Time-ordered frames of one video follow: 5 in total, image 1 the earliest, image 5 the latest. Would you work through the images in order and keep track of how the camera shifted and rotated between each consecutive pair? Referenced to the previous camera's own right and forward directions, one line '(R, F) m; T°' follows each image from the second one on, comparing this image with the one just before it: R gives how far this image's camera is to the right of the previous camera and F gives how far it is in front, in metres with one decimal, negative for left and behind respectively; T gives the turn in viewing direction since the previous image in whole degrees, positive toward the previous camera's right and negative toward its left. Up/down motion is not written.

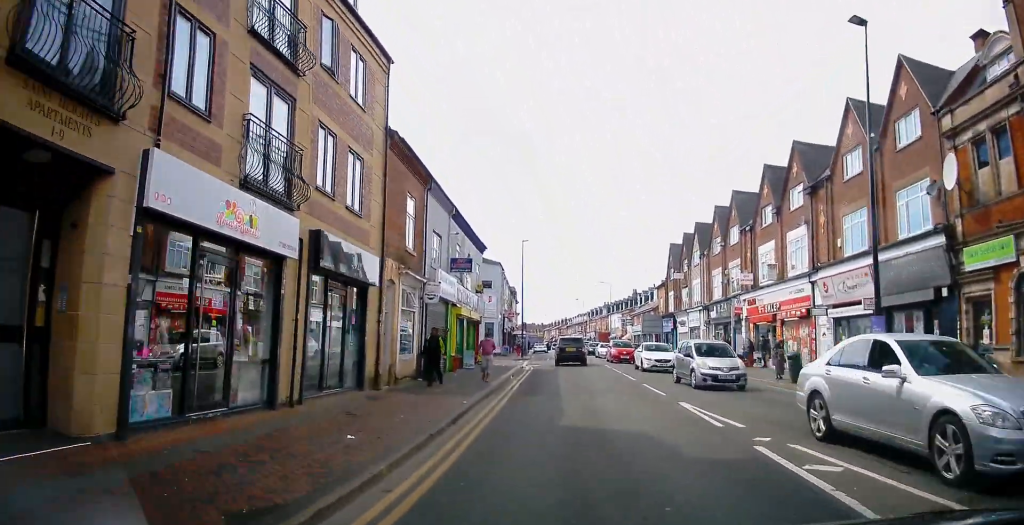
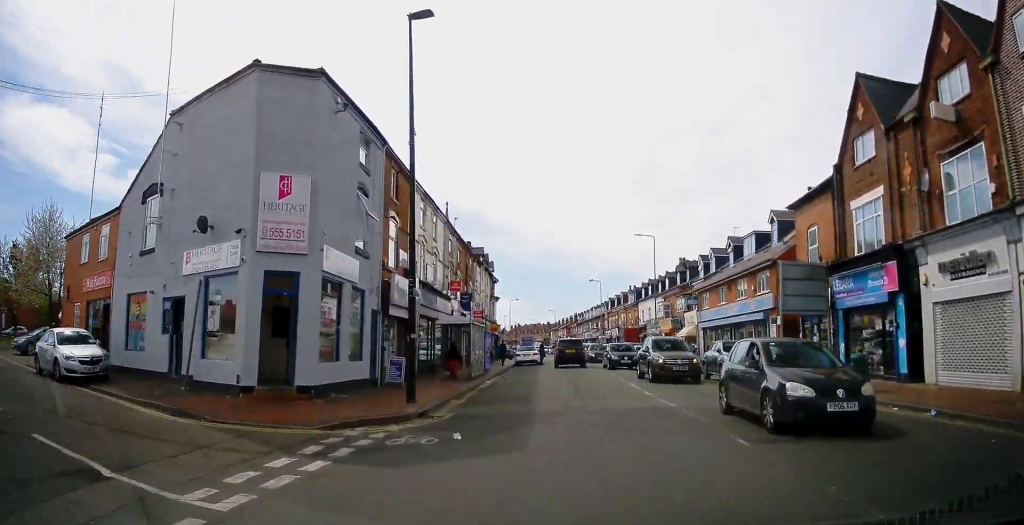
(+0.5, +37.6) m; -1°
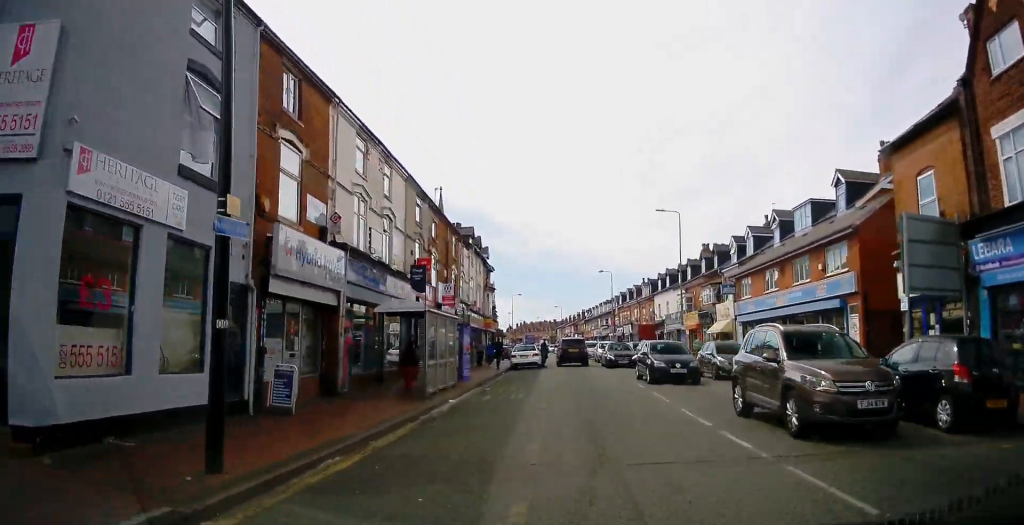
(+0.4, +8.3) m; +1°
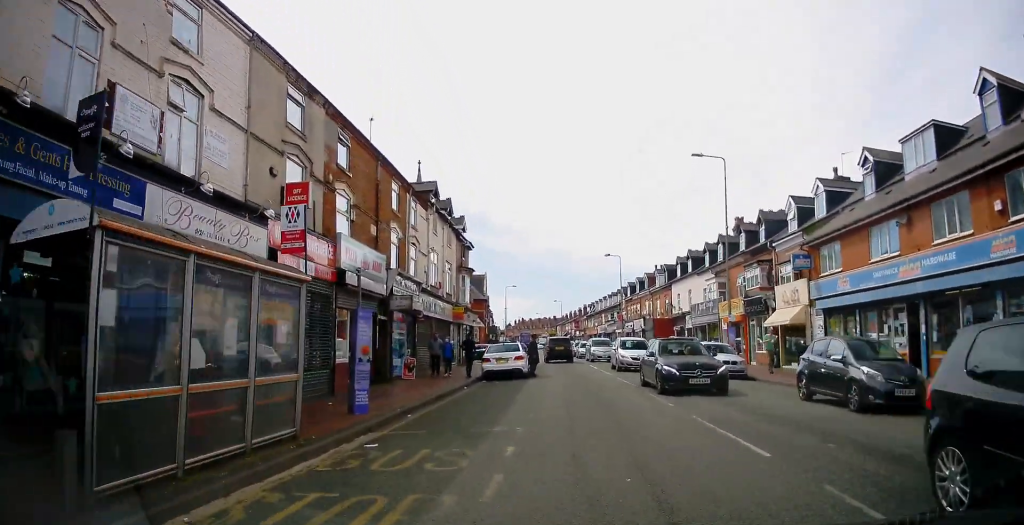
(-0.2, +11.3) m; 0°
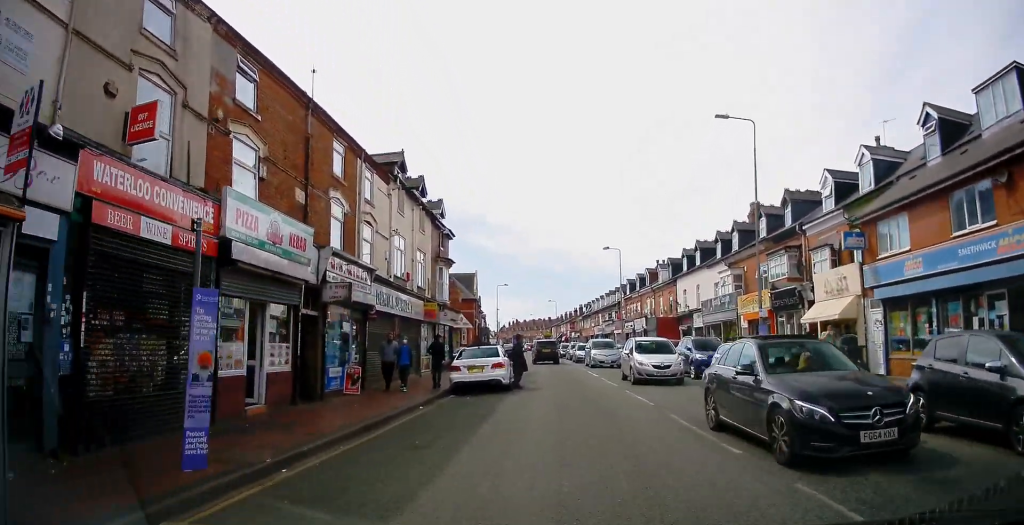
(+0.2, +5.3) m; +1°
